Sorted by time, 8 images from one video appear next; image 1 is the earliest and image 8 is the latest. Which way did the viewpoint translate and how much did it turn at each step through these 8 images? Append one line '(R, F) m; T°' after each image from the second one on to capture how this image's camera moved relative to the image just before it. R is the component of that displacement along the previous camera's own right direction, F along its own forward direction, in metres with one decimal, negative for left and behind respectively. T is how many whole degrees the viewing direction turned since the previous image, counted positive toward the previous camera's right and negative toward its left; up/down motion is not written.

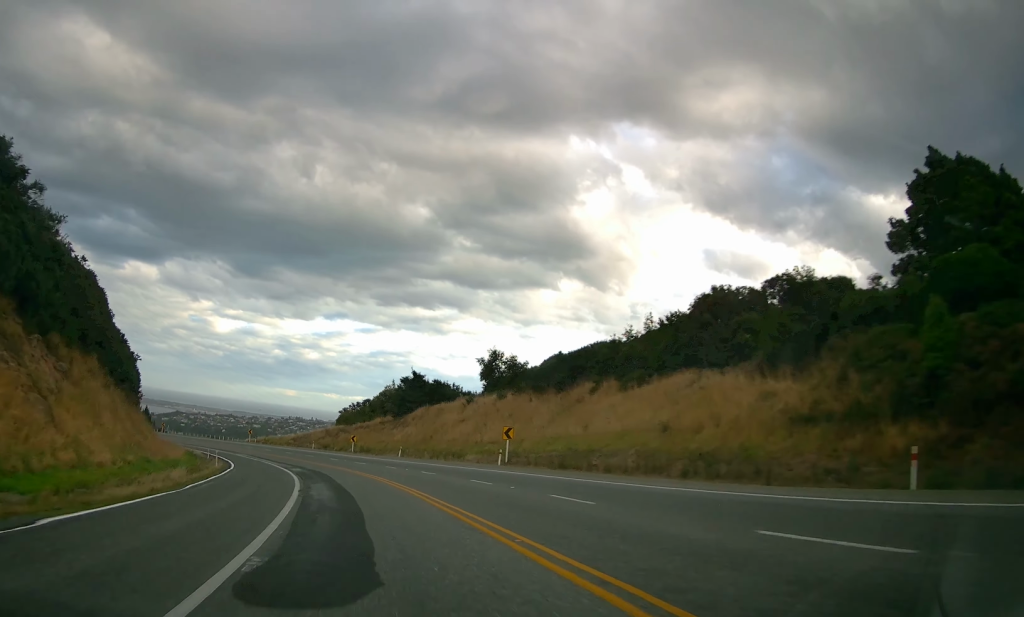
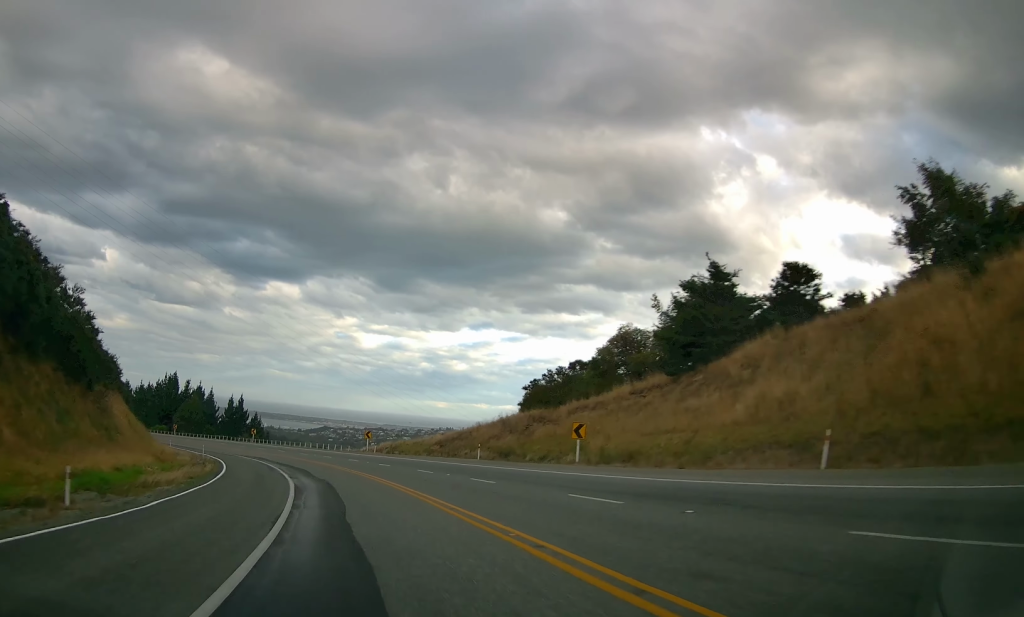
(-3.5, +48.7) m; -10°
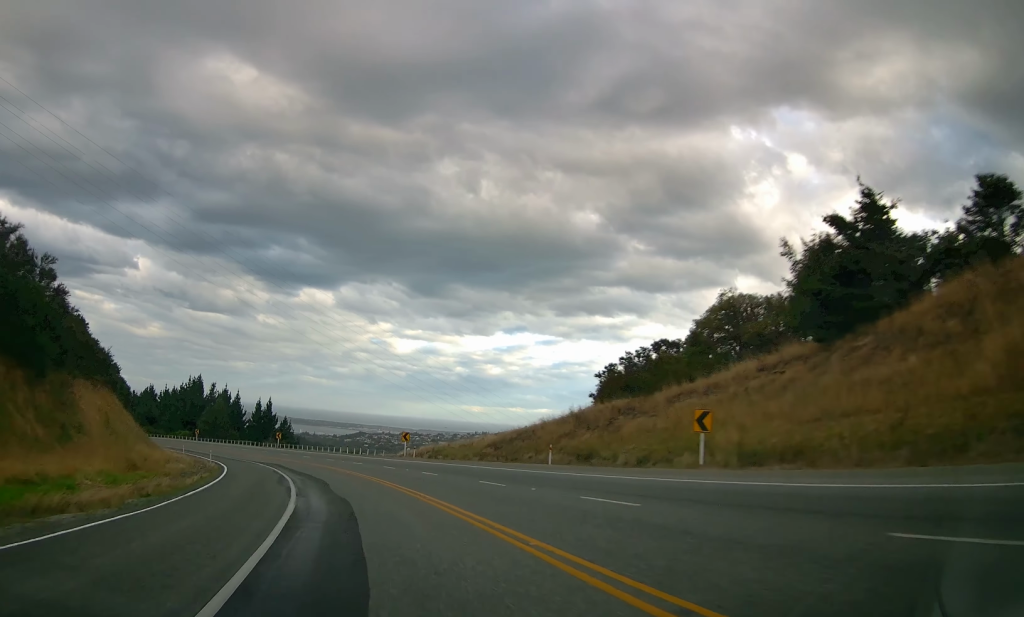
(-0.3, +10.4) m; -3°
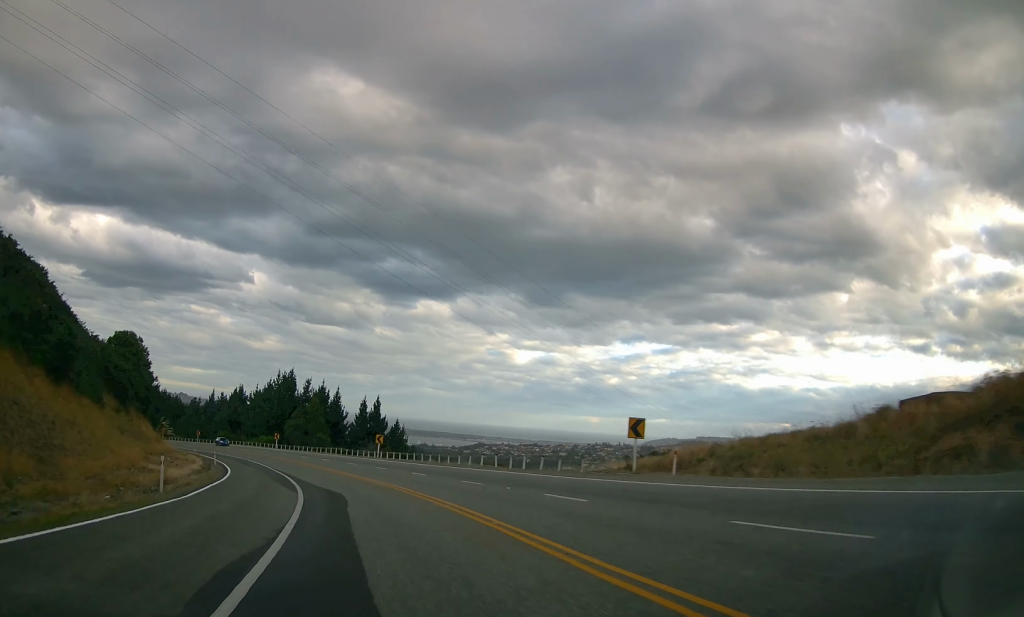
(-2.7, +34.7) m; -10°
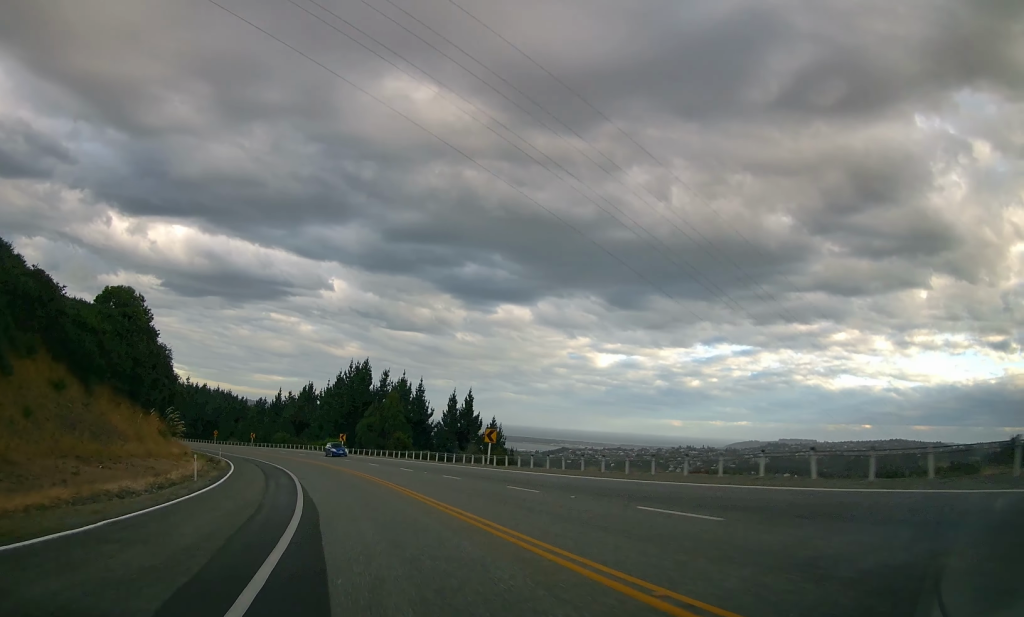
(-2.0, +24.8) m; -8°
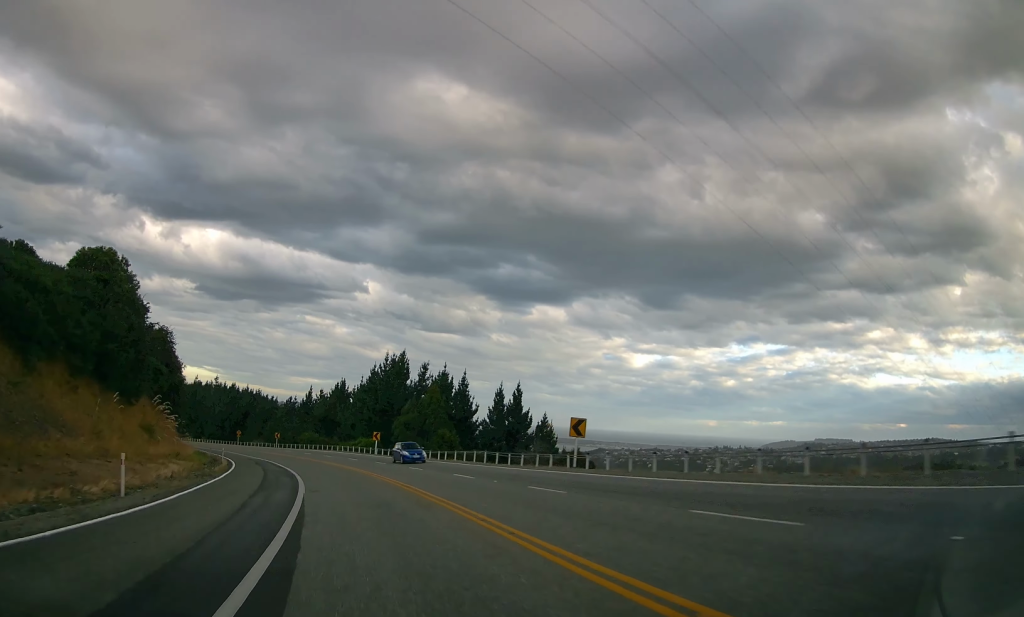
(-0.3, +11.7) m; -4°
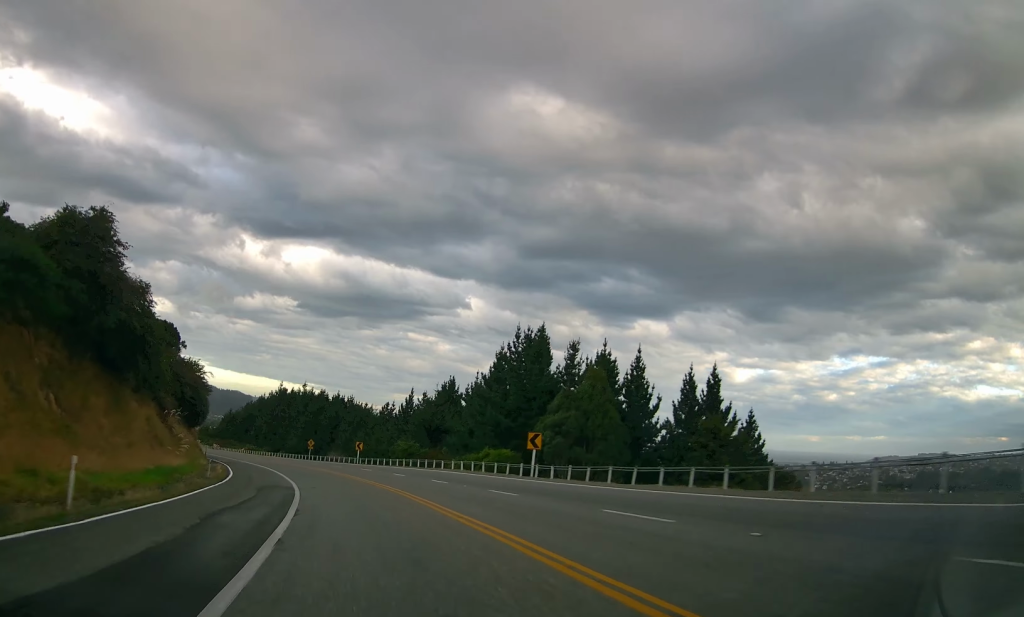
(-2.9, +35.1) m; -8°
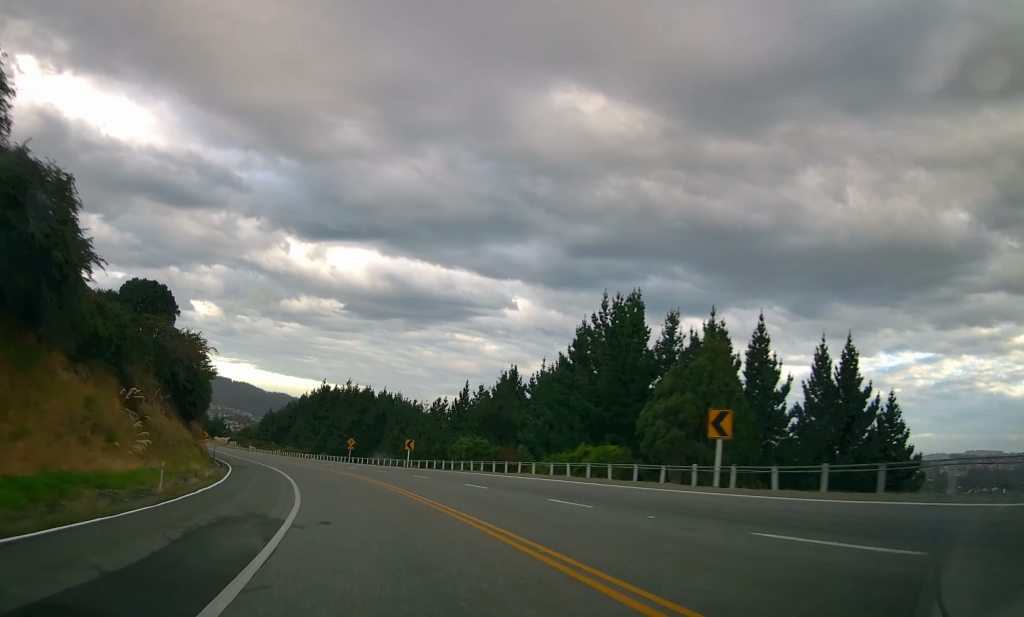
(-0.4, +15.7) m; -3°
